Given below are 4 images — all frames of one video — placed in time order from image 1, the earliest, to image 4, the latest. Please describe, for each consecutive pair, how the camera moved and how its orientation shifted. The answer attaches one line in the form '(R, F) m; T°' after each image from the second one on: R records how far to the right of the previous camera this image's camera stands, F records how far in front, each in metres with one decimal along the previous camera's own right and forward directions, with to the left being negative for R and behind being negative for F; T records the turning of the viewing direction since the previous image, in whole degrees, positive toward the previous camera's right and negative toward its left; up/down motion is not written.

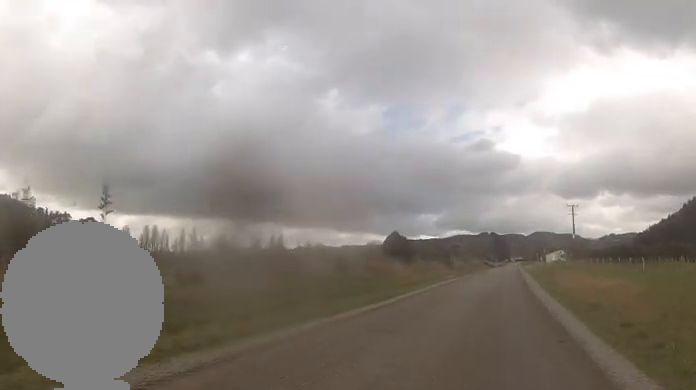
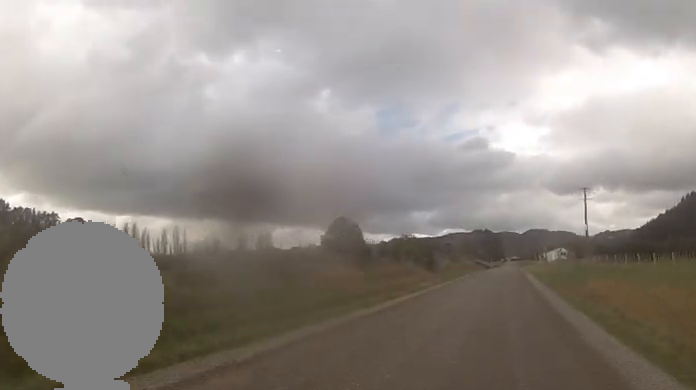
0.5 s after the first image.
(+0.7, +13.2) m; +1°
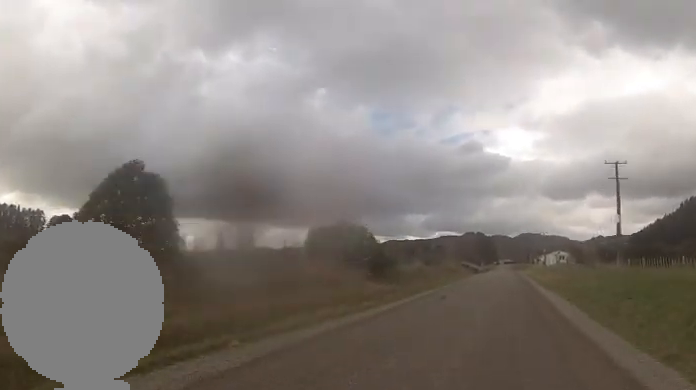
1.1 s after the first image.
(0.0, +17.4) m; 0°
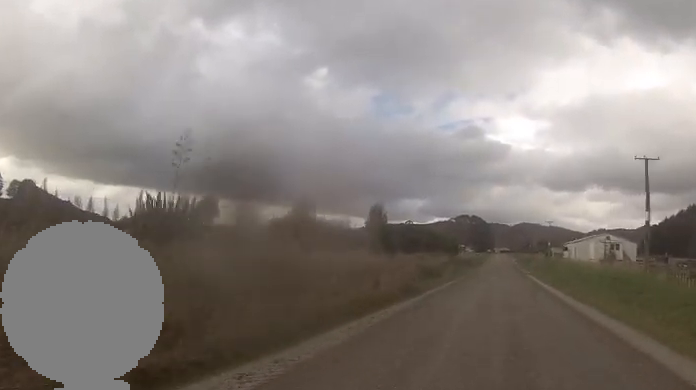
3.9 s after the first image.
(+1.2, +82.5) m; +1°
